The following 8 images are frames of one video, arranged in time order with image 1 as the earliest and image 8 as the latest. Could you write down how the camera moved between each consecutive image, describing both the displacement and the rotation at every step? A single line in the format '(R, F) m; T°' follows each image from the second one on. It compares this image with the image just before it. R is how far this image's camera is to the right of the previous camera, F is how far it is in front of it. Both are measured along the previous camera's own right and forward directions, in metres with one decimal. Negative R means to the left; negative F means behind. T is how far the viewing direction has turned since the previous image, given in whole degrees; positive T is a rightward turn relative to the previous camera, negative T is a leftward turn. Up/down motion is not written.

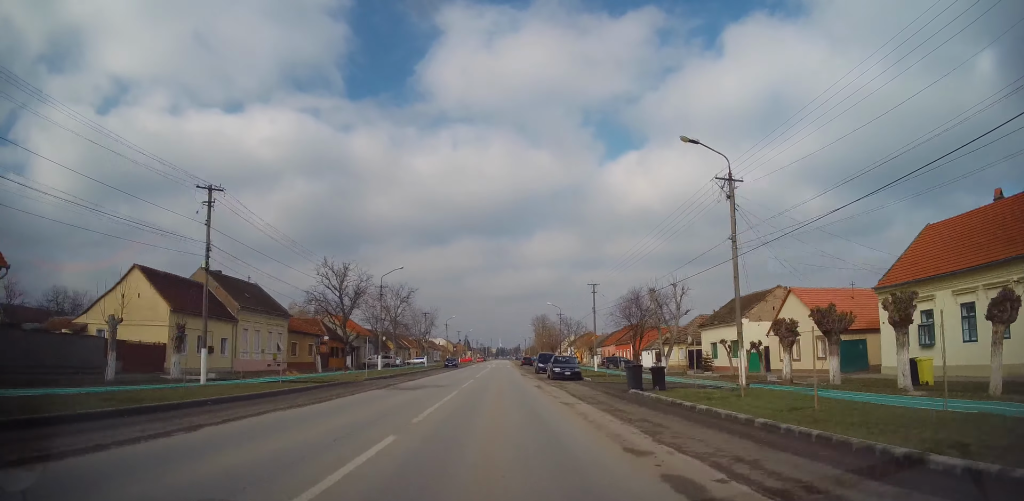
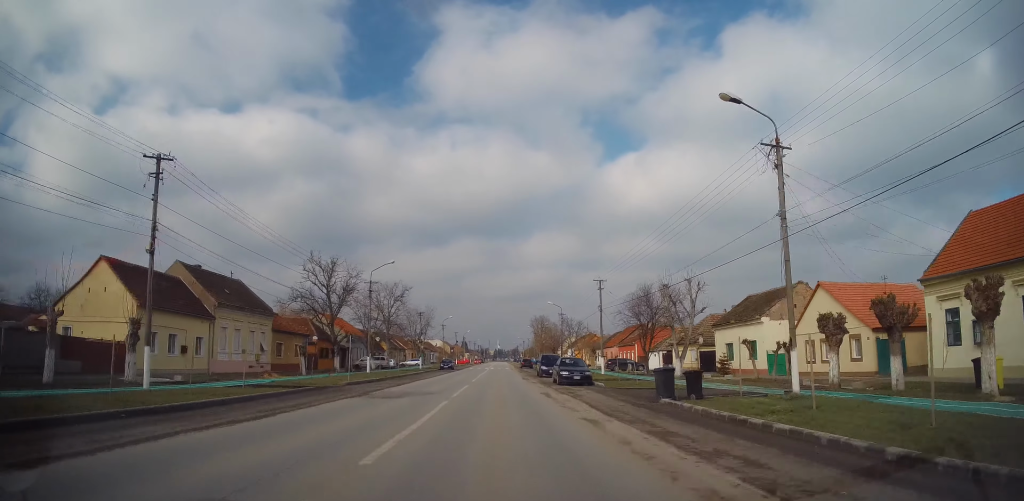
(+0.1, +3.7) m; +1°
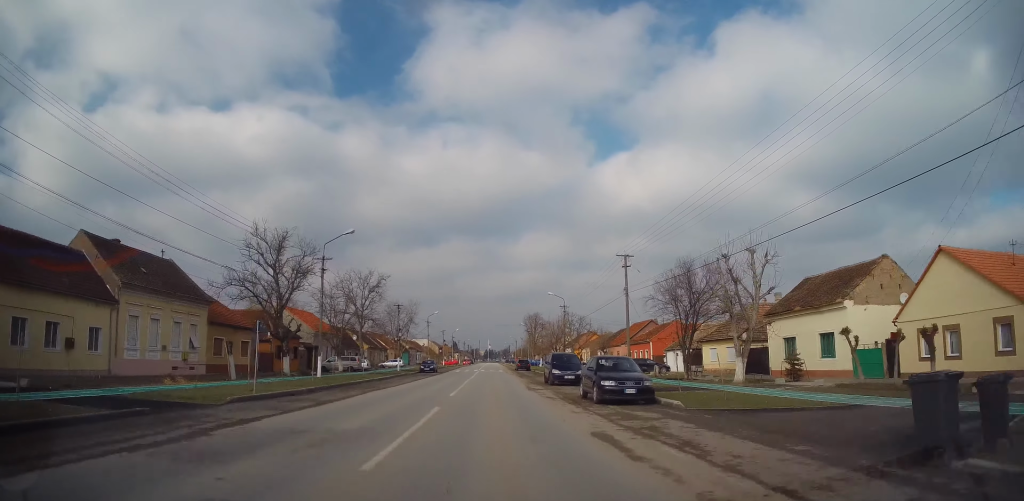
(+0.2, +11.5) m; +1°
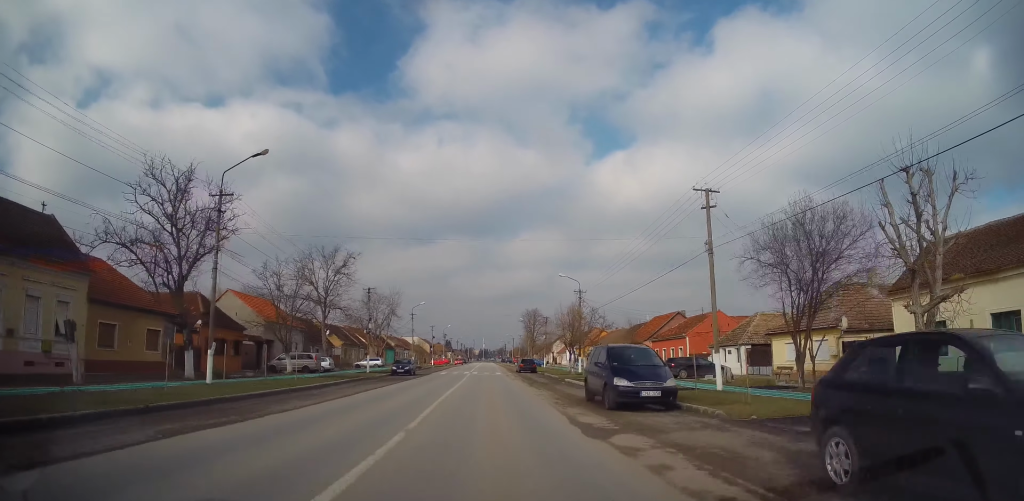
(0.0, +13.4) m; 0°
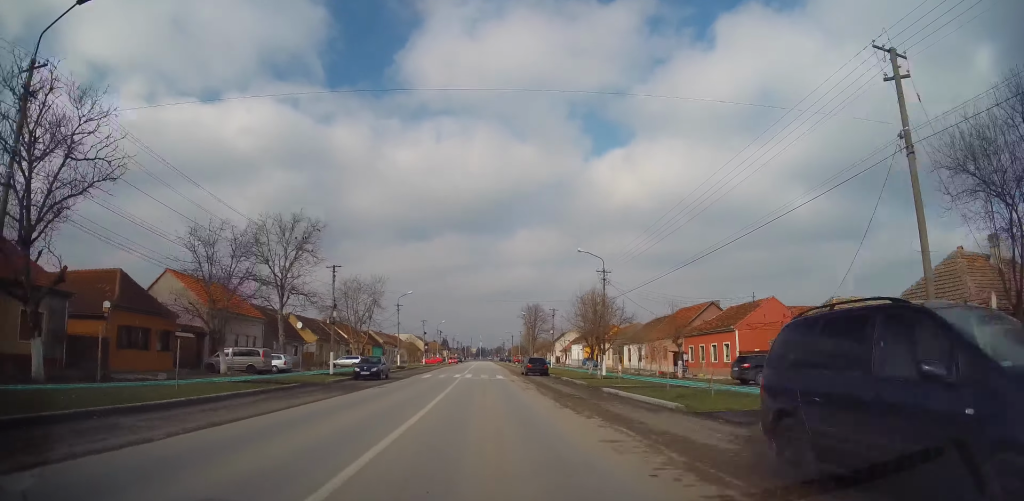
(0.0, +11.1) m; 0°
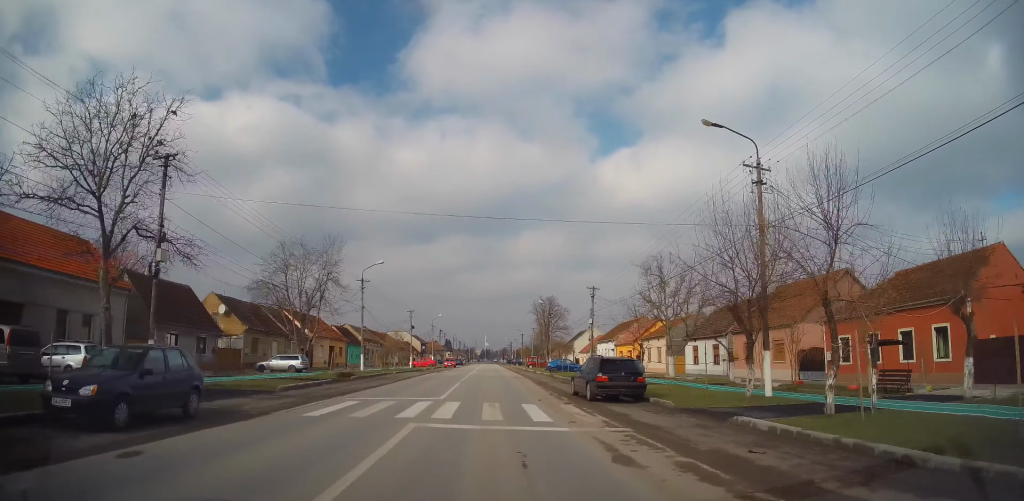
(+0.1, +23.7) m; -1°
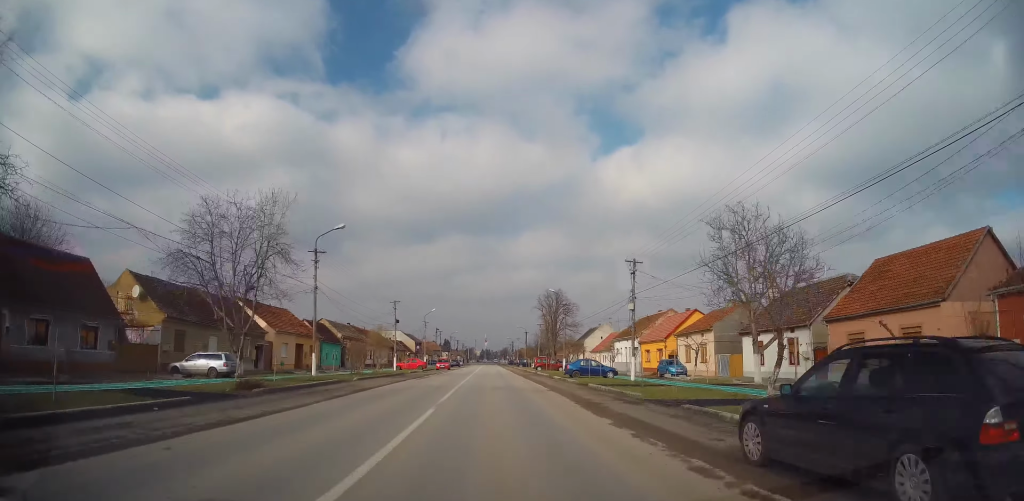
(-0.4, +13.5) m; 0°
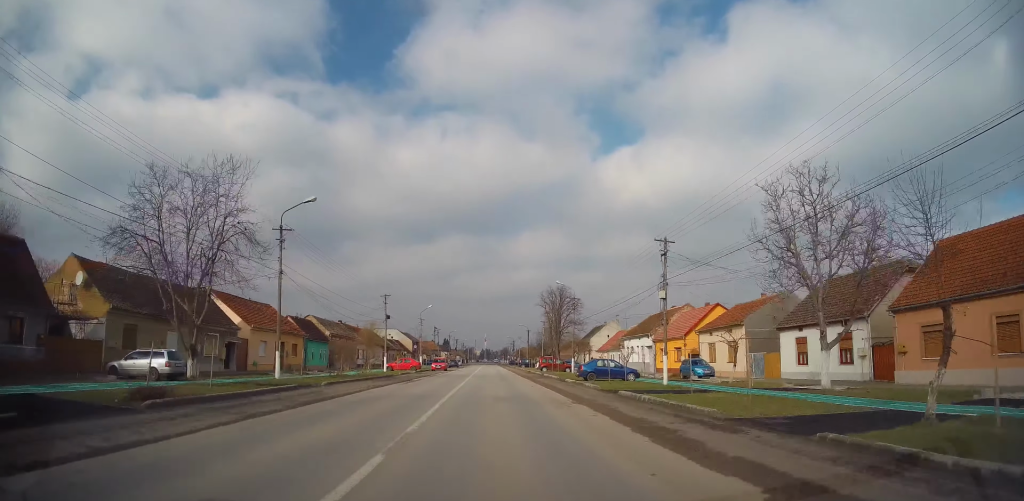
(+0.1, +6.2) m; +1°
